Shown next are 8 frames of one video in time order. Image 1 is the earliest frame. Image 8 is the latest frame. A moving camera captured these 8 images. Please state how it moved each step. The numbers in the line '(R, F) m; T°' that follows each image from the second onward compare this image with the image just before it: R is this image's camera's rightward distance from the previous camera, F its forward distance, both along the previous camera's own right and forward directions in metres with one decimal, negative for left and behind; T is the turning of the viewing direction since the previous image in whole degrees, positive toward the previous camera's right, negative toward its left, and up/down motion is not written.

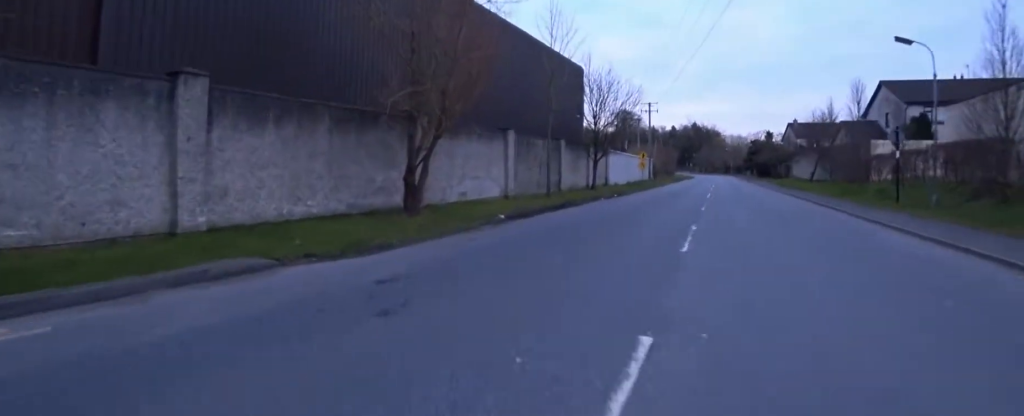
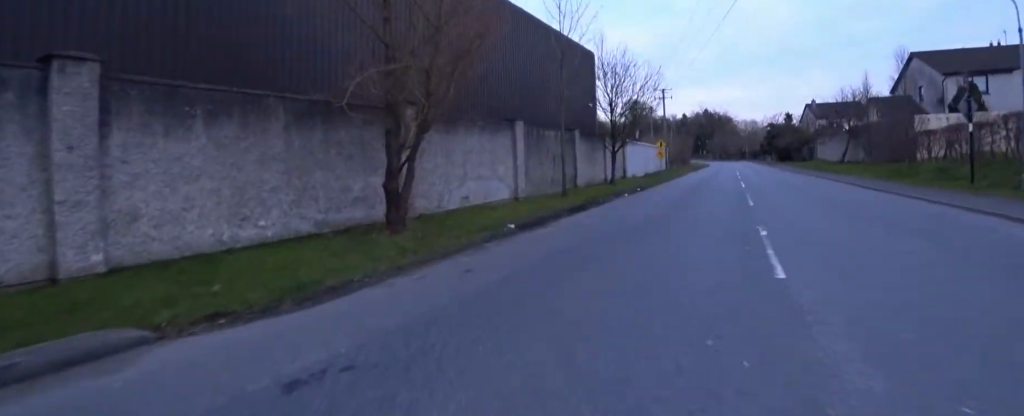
(-0.1, +2.0) m; +4°
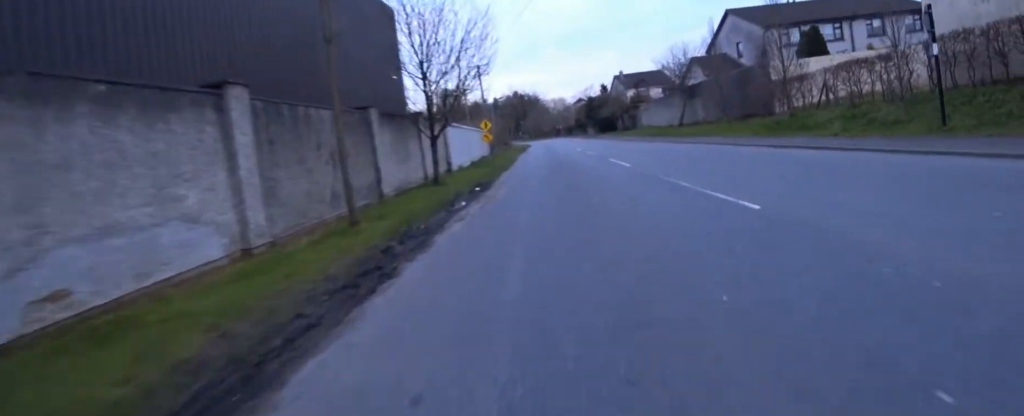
(+1.3, +6.7) m; +11°
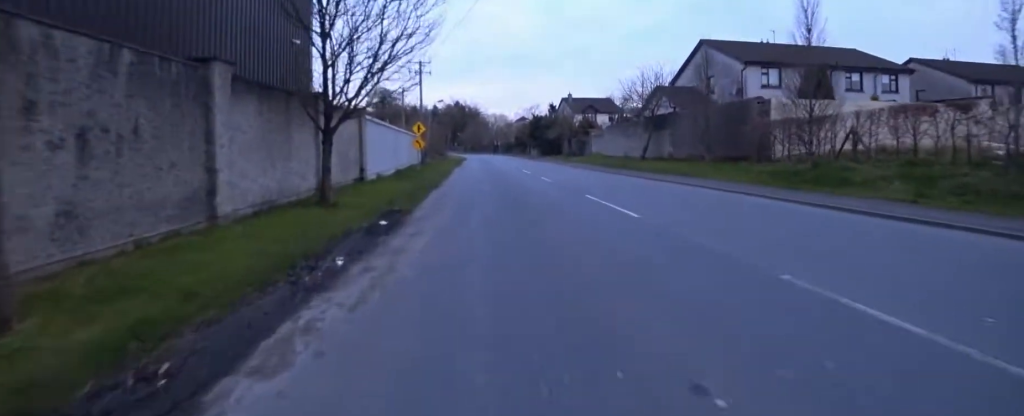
(0.0, +4.8) m; 0°
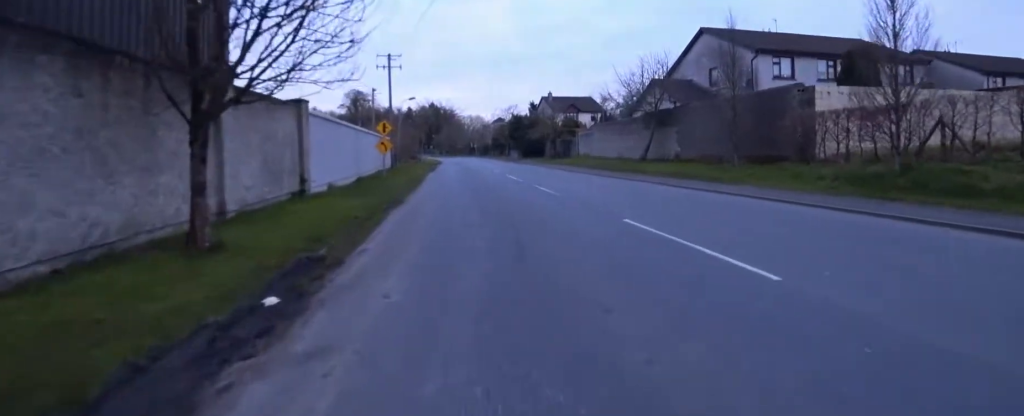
(0.0, +3.7) m; 0°
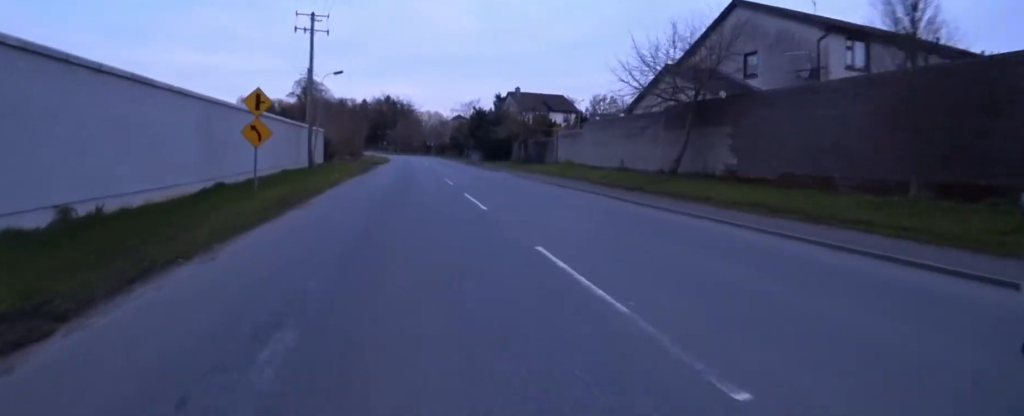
(0.0, +8.7) m; -2°
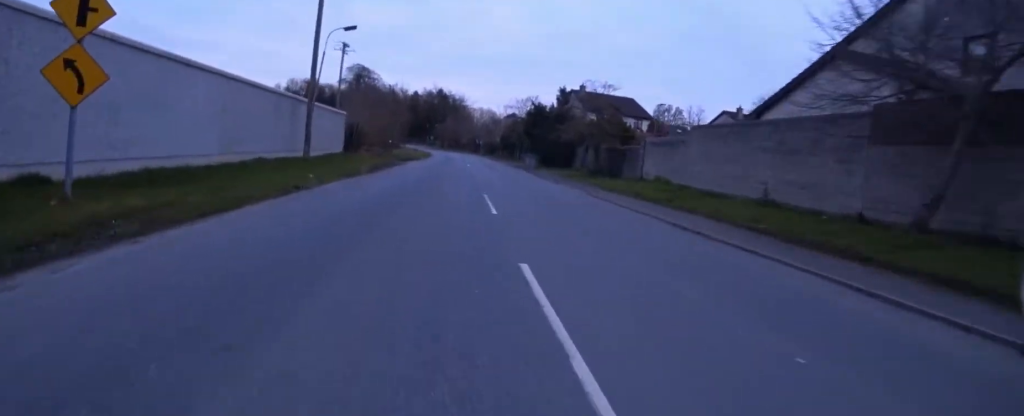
(-0.8, +8.1) m; -10°
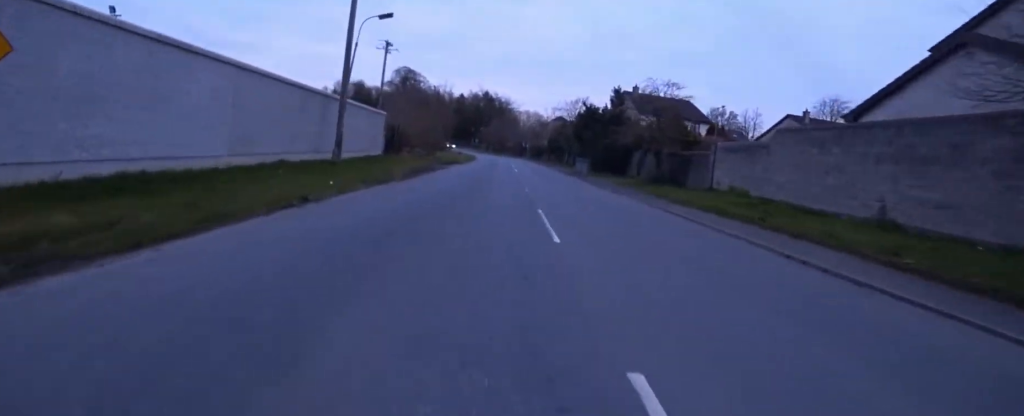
(-0.1, +2.5) m; -2°
